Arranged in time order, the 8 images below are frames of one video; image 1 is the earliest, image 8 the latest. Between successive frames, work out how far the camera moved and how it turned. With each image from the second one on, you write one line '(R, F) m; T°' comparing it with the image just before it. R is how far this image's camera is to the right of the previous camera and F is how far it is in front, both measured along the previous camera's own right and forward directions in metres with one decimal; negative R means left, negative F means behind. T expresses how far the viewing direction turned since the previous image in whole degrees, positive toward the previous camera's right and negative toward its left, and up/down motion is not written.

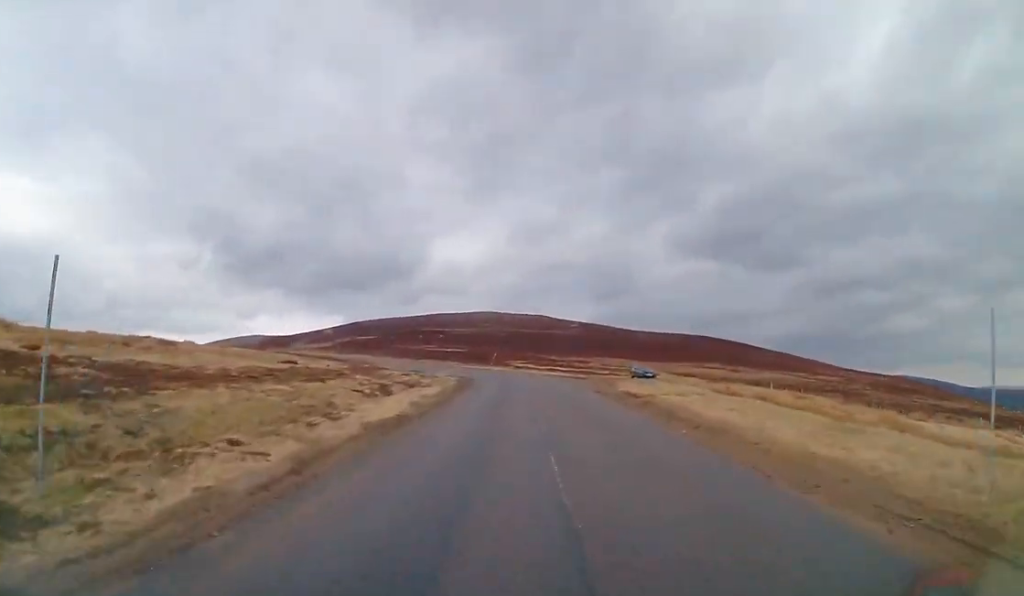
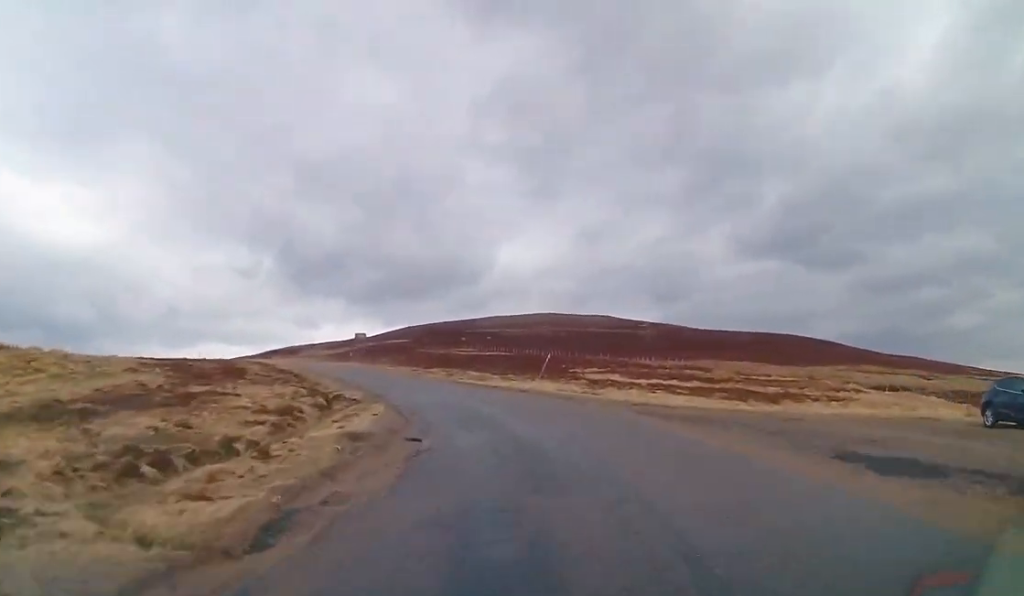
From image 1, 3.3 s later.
(-1.7, +47.2) m; -11°
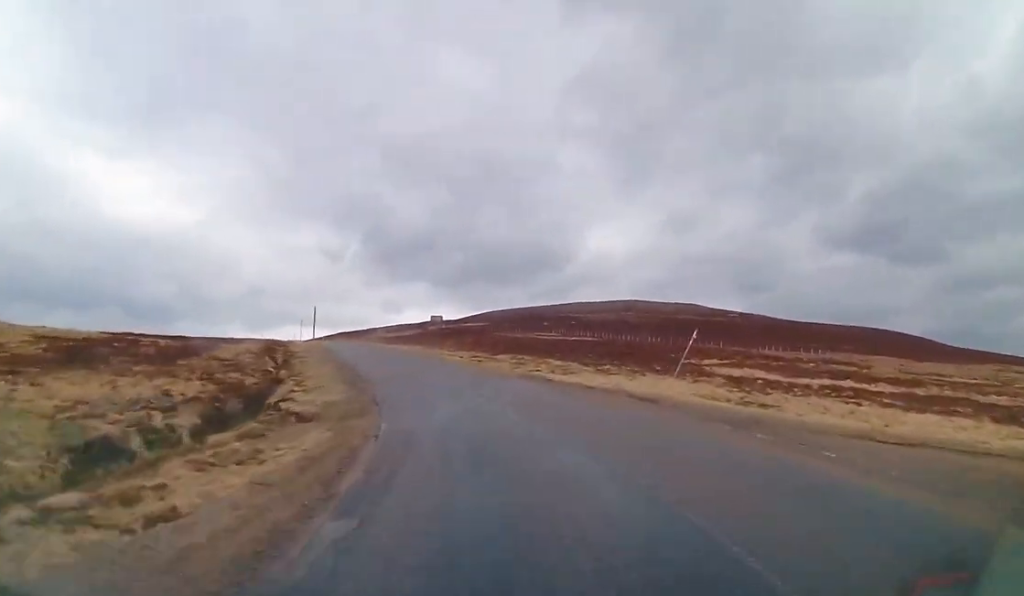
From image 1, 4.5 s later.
(-0.6, +17.1) m; -5°
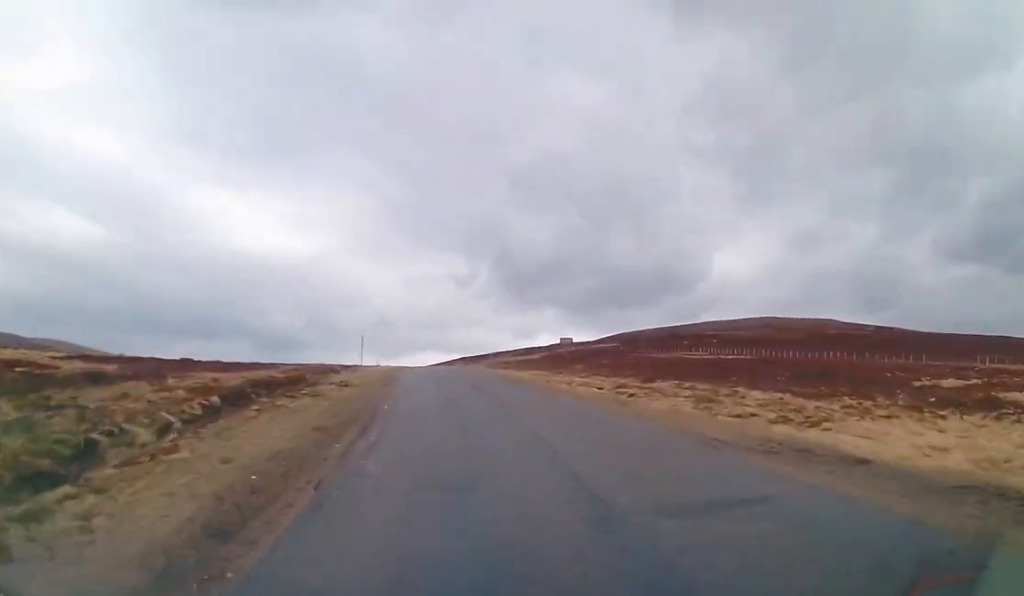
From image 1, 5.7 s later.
(-2.1, +17.4) m; -6°
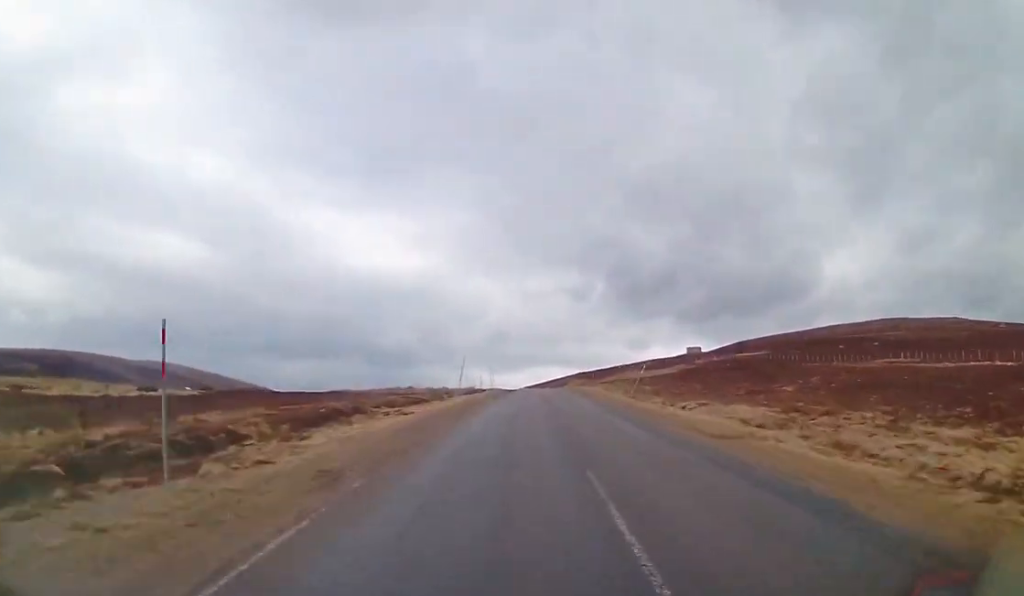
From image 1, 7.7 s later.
(-2.5, +29.8) m; -7°
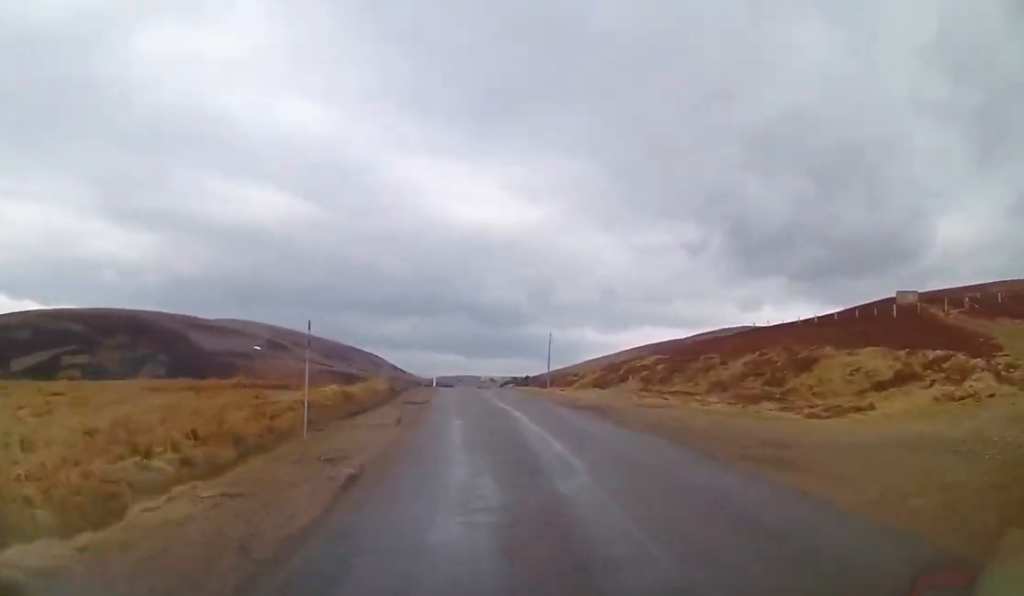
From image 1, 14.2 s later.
(-8.6, +98.4) m; -11°
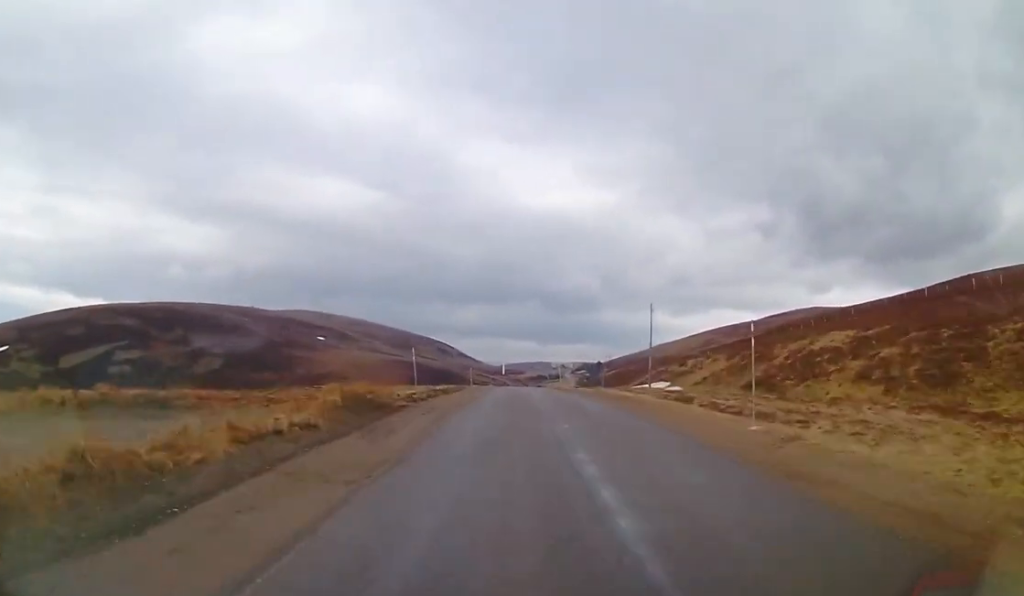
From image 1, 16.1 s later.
(-1.4, +29.6) m; -4°
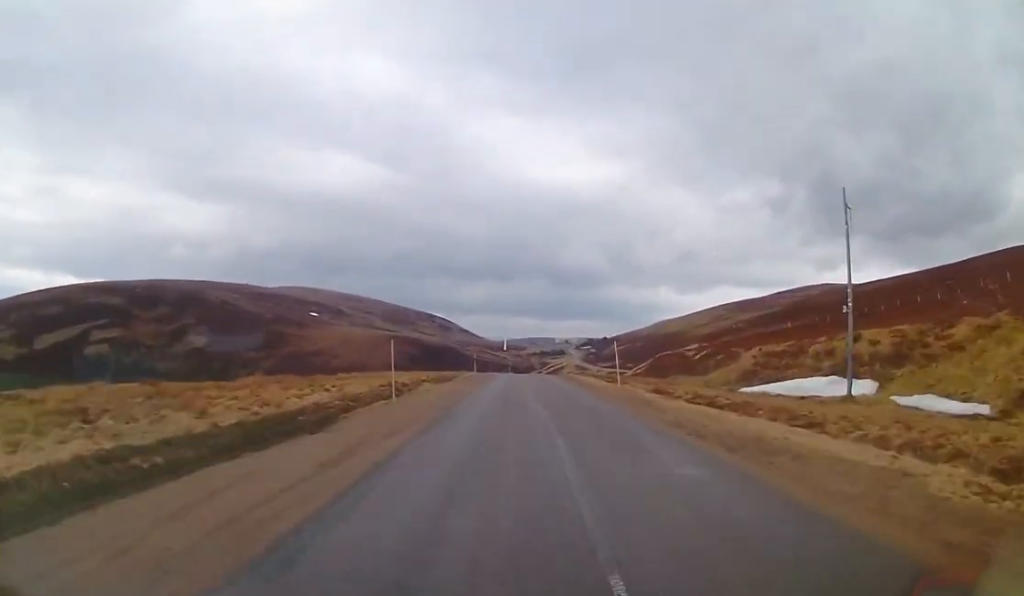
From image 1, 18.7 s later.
(-1.1, +43.5) m; -1°
